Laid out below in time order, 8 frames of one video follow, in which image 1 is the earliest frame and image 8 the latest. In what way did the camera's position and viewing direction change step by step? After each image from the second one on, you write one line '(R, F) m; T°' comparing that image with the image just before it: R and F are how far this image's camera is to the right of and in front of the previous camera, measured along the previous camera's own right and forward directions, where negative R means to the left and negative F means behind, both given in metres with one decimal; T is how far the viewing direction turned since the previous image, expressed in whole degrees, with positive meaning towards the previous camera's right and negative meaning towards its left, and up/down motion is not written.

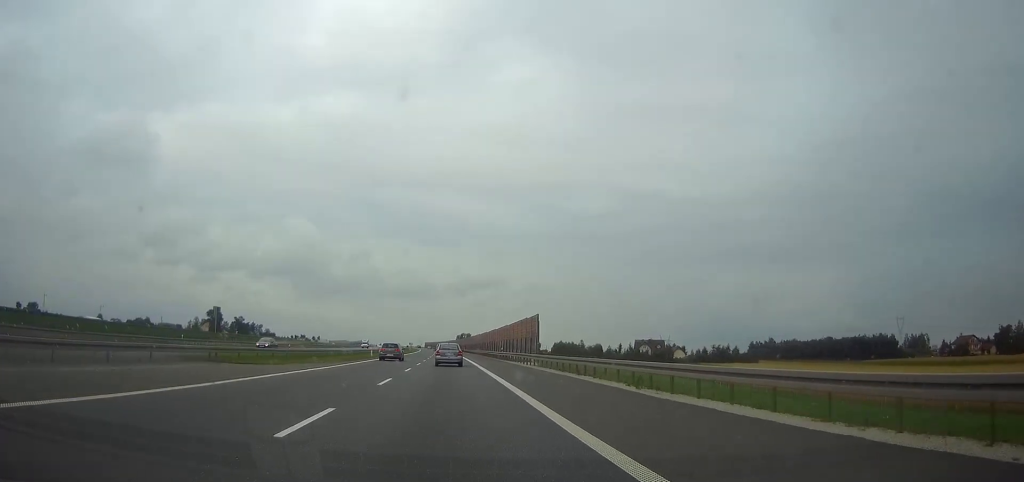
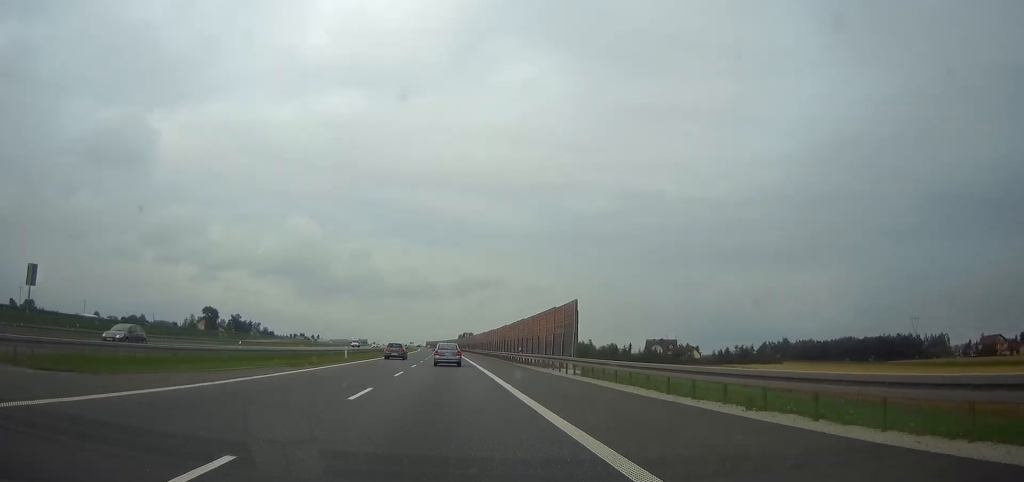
(0.0, +16.8) m; 0°
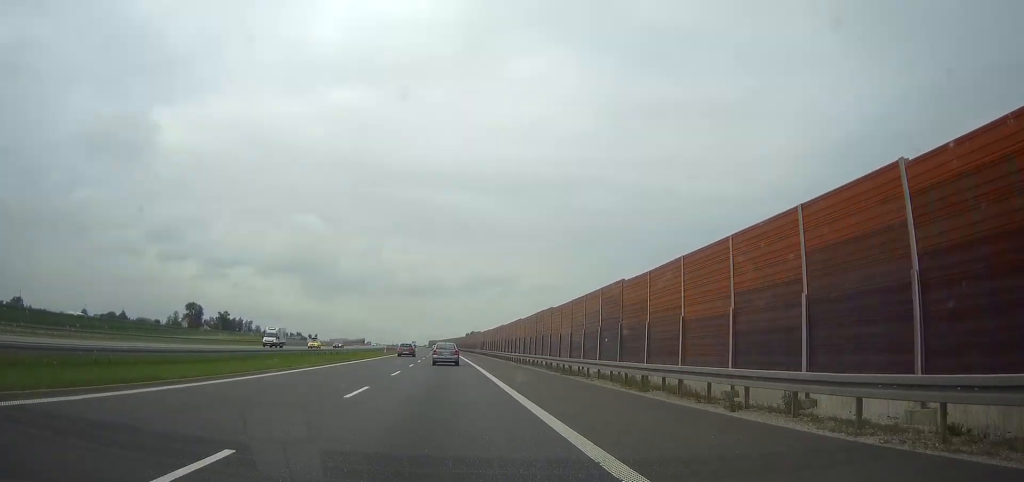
(-0.3, +58.4) m; 0°
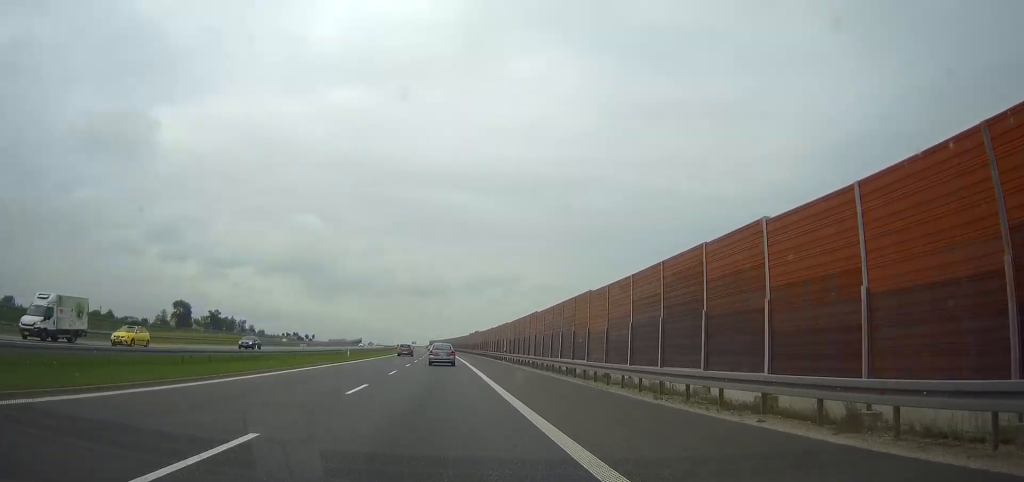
(0.0, +34.0) m; 0°
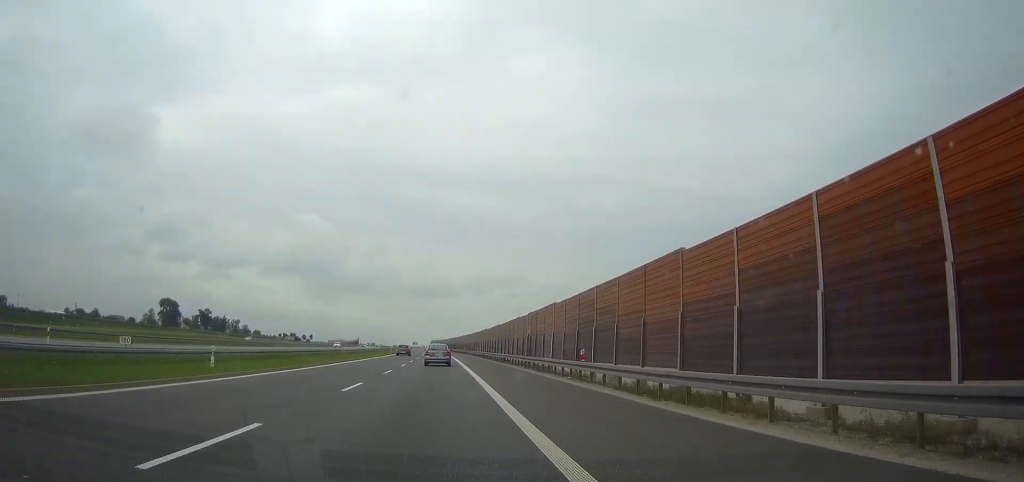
(-0.1, +34.0) m; 0°
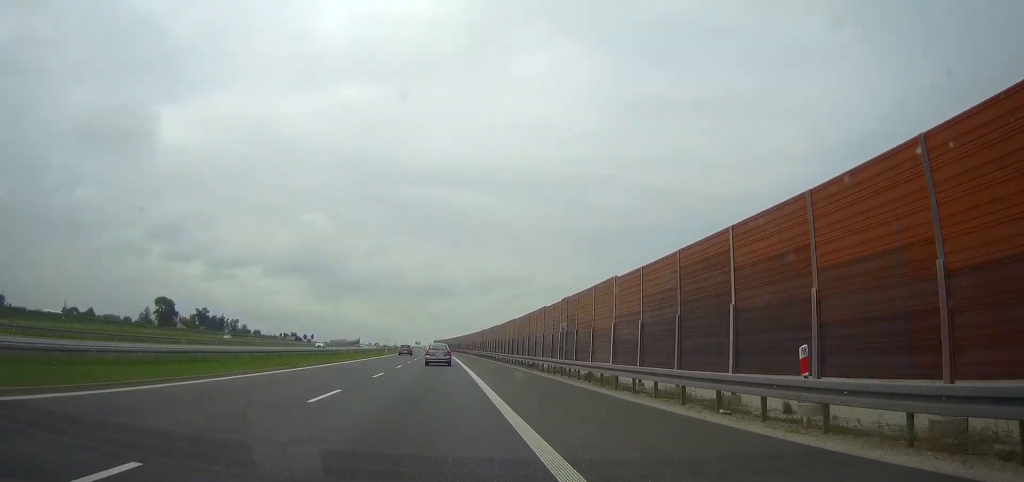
(0.0, +15.4) m; 0°
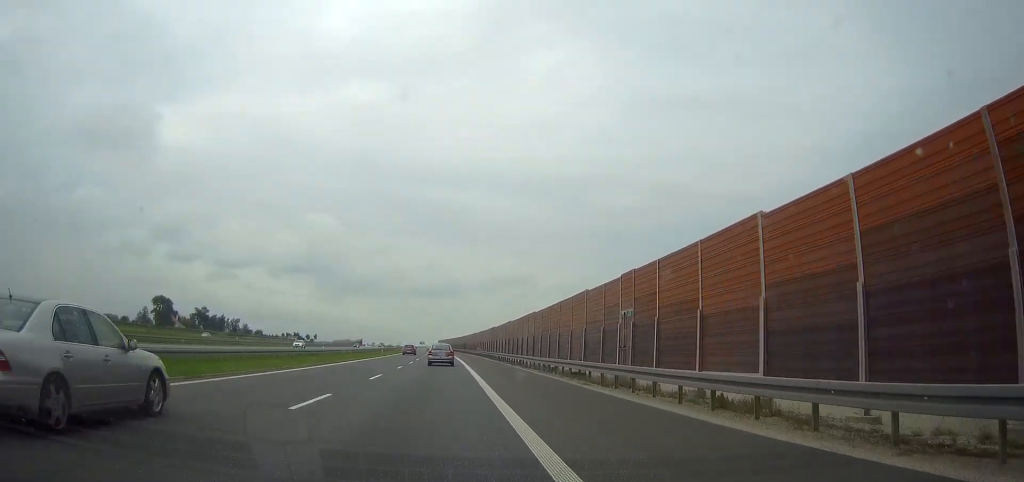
(-0.1, +13.5) m; 0°
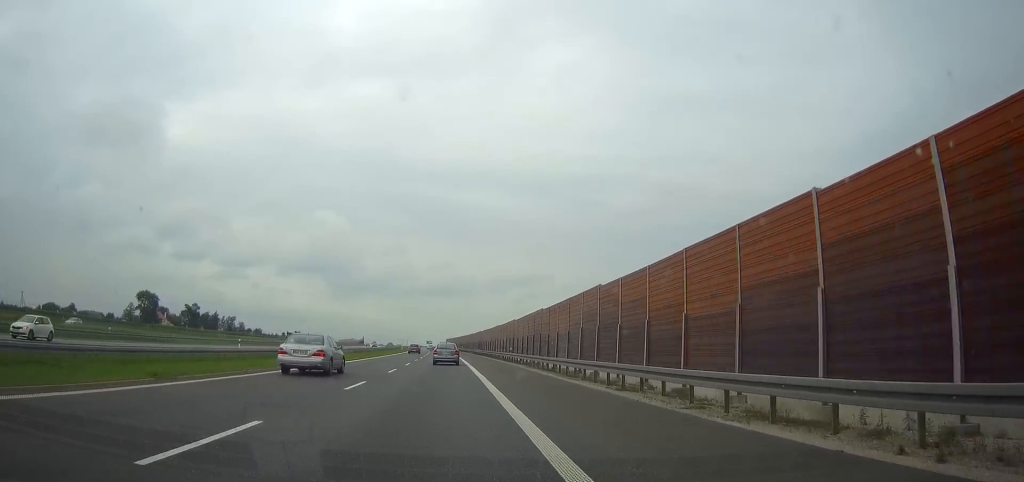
(-0.3, +41.9) m; -1°
